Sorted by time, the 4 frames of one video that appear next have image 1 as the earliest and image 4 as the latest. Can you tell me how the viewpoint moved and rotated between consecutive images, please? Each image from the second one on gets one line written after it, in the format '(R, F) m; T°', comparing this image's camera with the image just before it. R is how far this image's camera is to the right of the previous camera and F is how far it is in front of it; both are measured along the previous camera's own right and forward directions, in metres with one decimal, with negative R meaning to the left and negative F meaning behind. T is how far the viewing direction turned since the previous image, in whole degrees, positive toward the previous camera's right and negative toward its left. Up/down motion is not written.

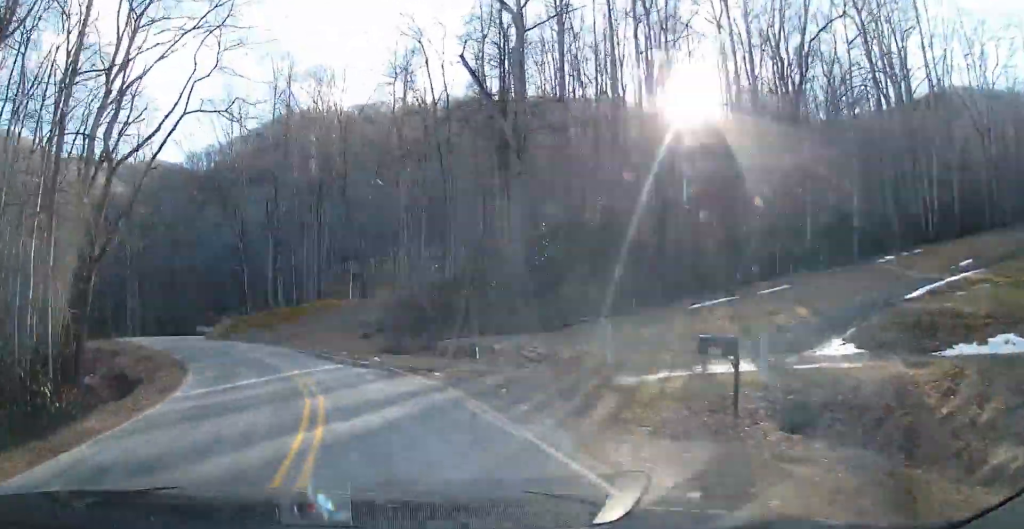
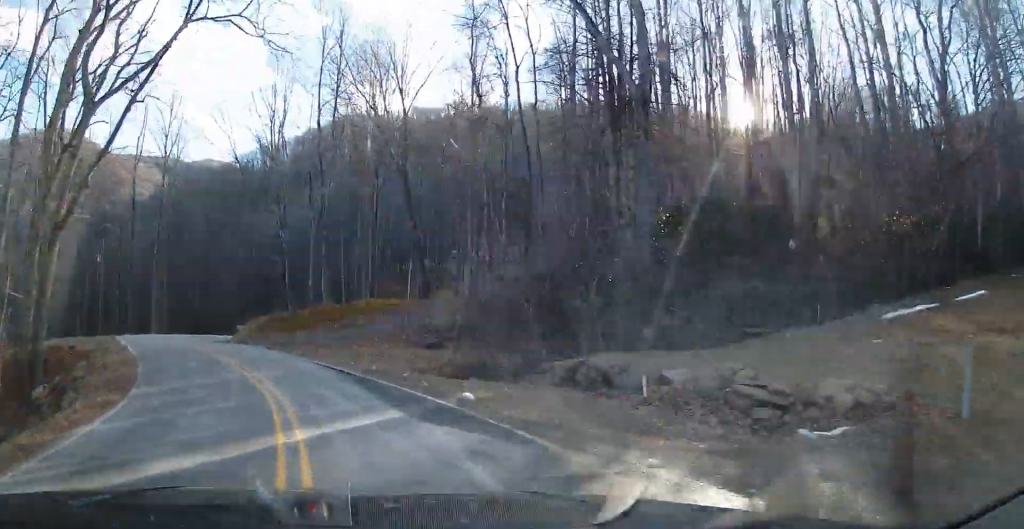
(-0.4, +10.0) m; -11°
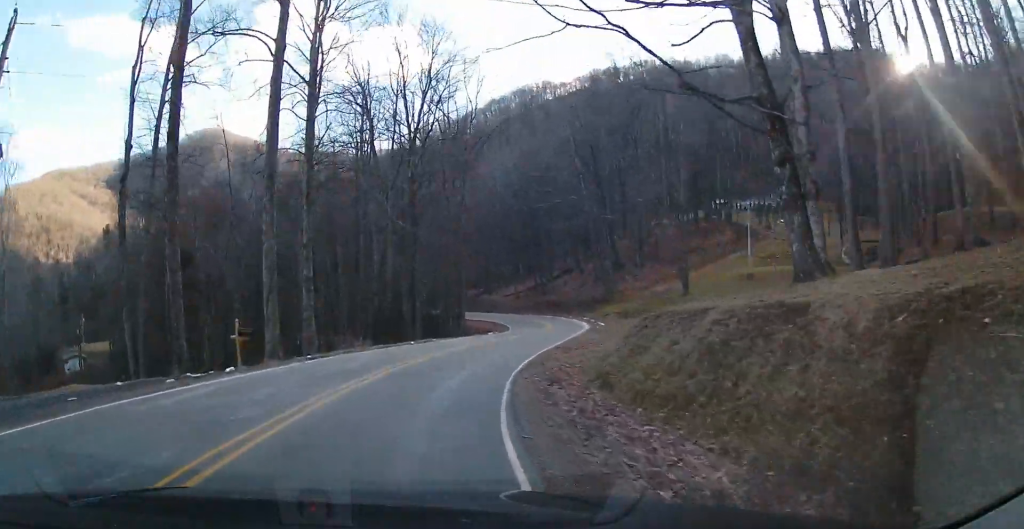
(-10.2, +43.7) m; -7°
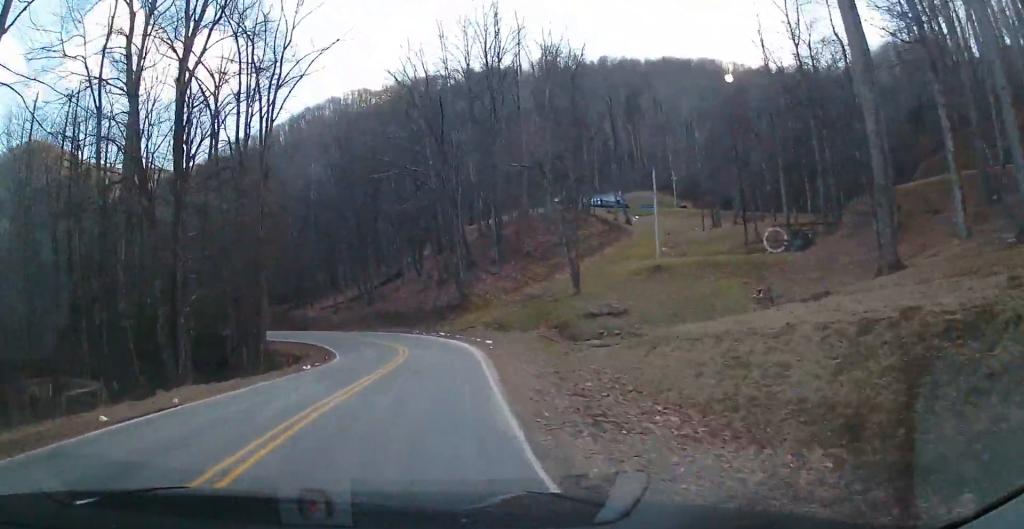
(+1.1, +17.7) m; +11°
